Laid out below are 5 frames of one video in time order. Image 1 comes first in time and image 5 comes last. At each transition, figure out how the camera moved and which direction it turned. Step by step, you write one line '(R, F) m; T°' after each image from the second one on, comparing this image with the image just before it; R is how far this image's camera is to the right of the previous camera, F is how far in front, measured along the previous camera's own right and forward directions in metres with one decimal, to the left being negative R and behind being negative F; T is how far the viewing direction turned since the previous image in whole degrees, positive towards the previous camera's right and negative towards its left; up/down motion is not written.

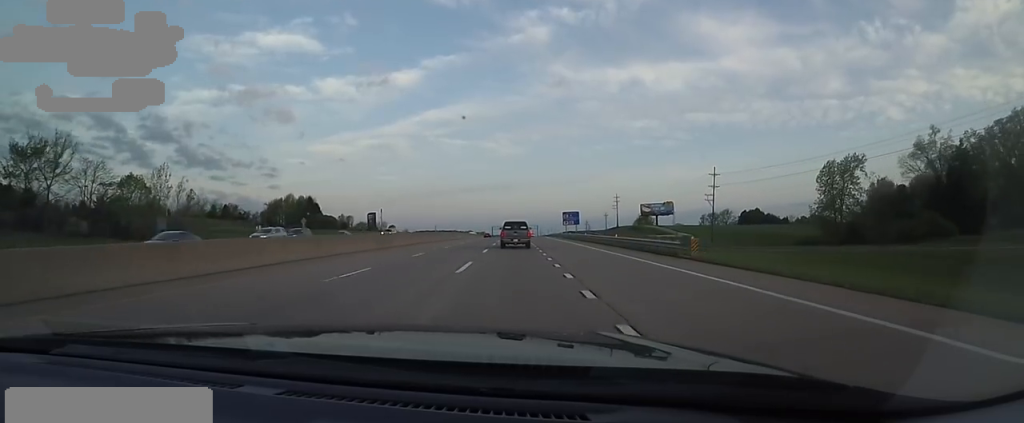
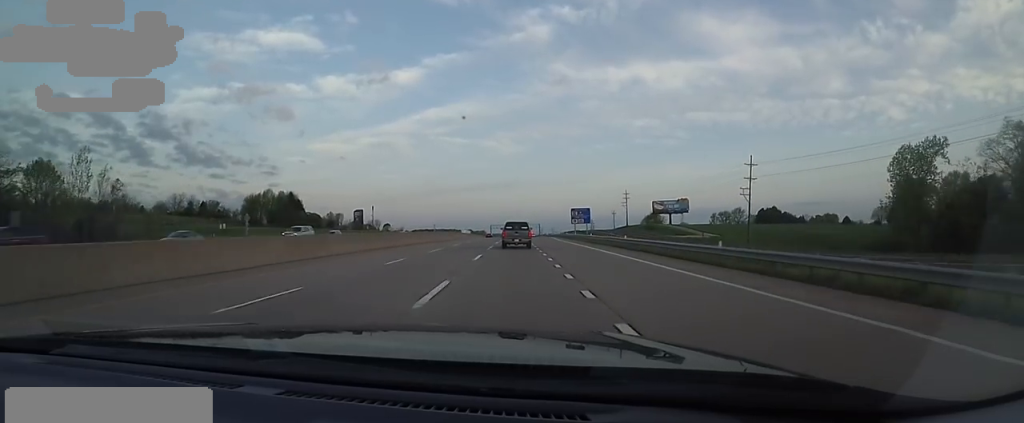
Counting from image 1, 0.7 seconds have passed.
(0.0, +18.2) m; 0°
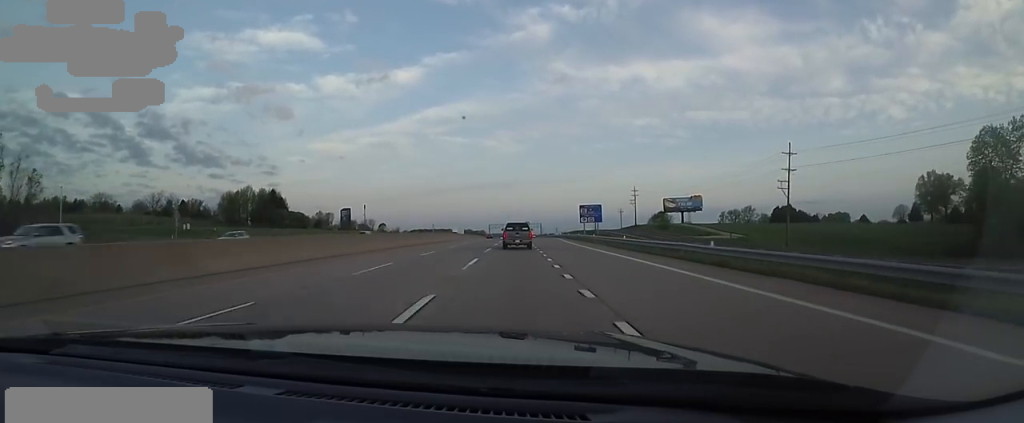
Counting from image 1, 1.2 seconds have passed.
(0.0, +14.5) m; 0°
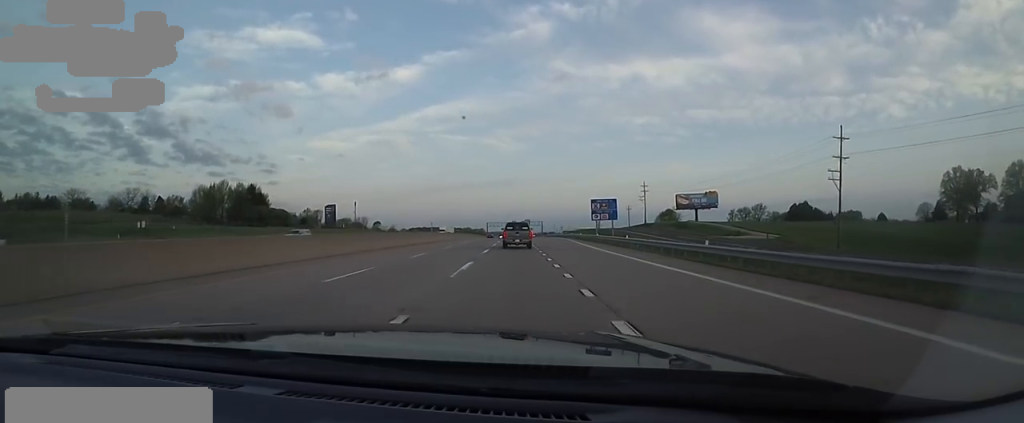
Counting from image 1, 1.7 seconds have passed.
(0.0, +14.6) m; 0°
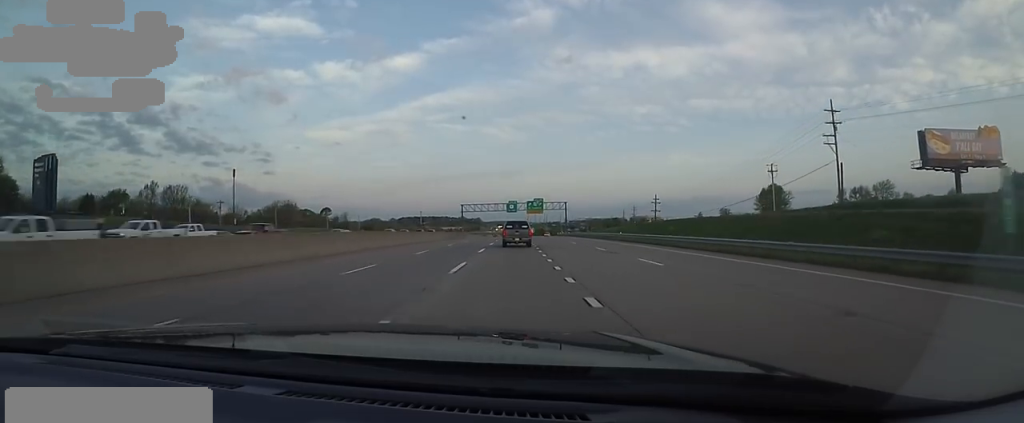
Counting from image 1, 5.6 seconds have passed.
(0.0, +107.1) m; 0°
